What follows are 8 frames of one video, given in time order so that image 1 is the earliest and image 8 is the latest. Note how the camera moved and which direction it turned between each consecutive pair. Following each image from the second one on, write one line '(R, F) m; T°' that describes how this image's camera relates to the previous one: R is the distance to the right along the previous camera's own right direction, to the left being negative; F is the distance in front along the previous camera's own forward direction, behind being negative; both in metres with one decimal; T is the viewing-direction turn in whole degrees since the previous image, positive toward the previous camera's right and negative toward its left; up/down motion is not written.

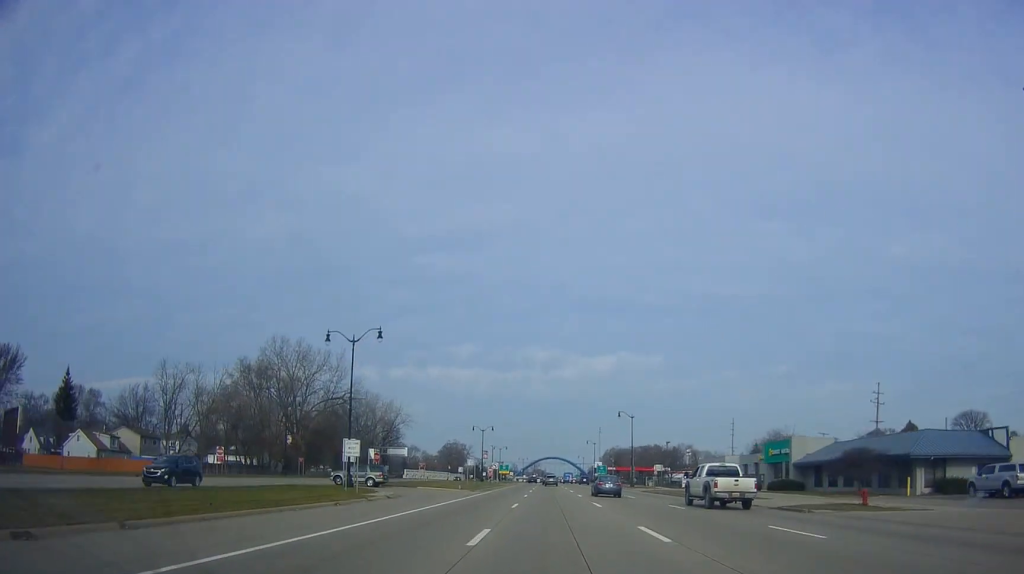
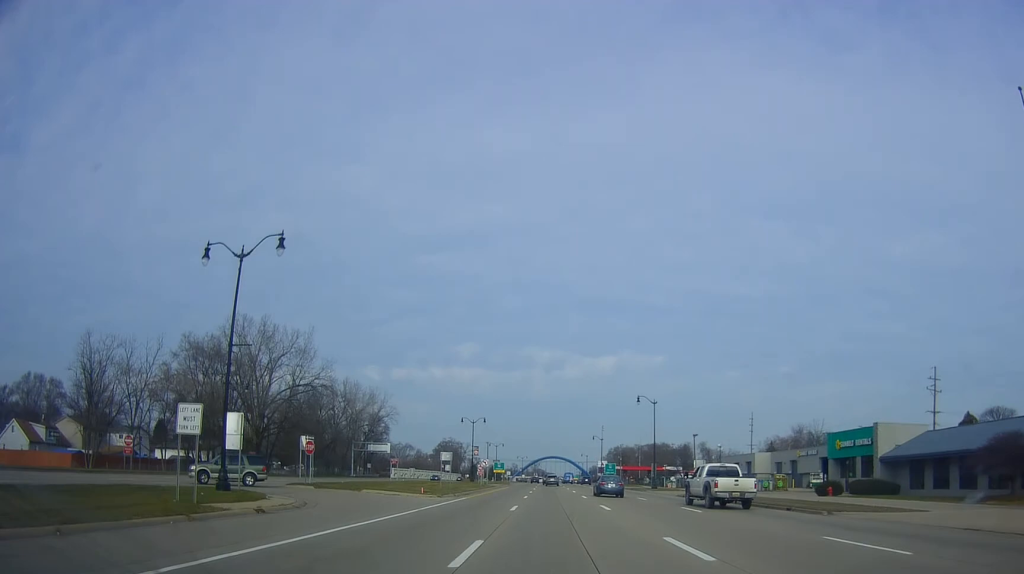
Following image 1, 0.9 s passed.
(0.0, +18.6) m; 0°
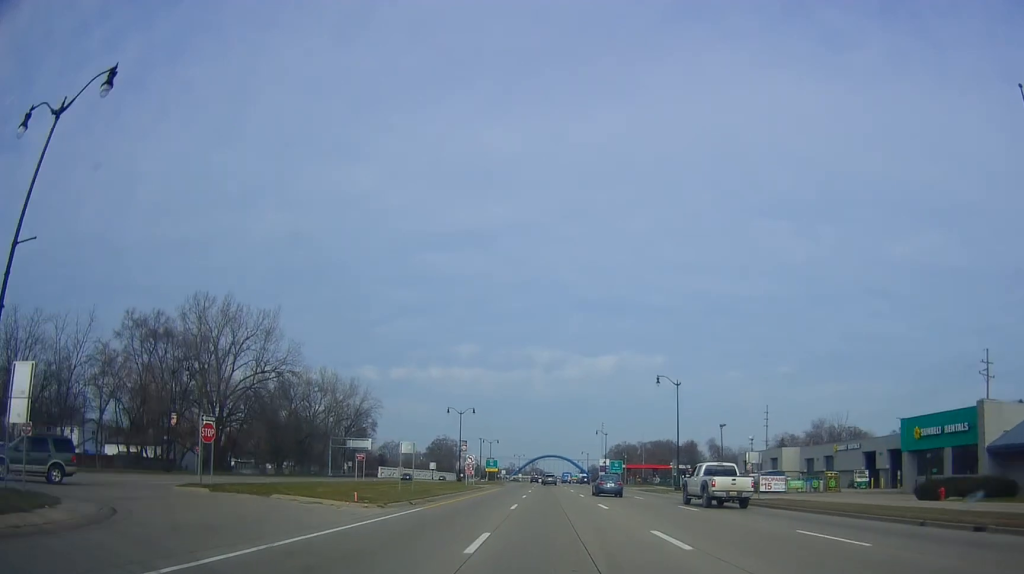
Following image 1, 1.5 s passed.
(-0.2, +14.2) m; +1°
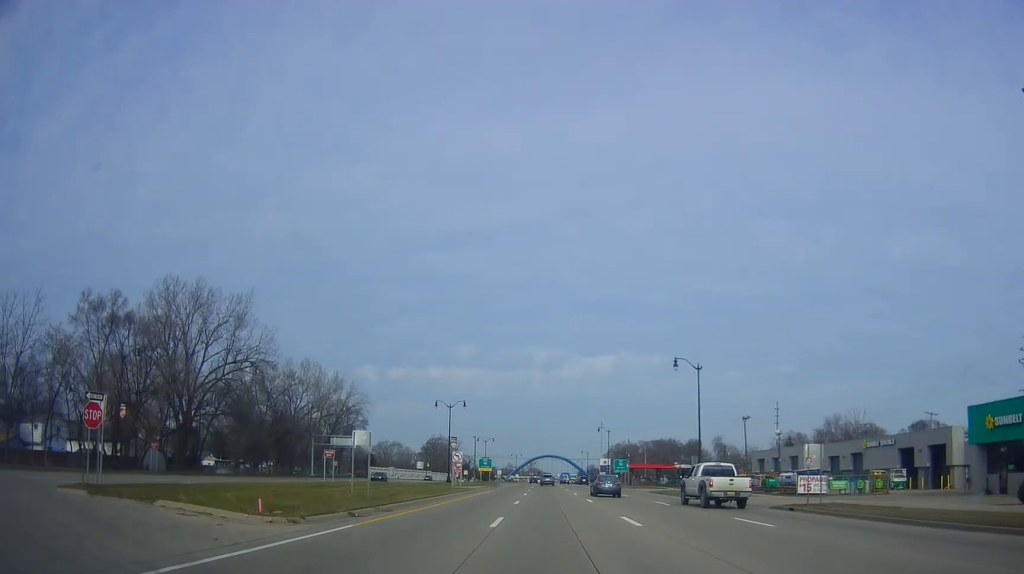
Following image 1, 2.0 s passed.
(+0.3, +9.2) m; 0°
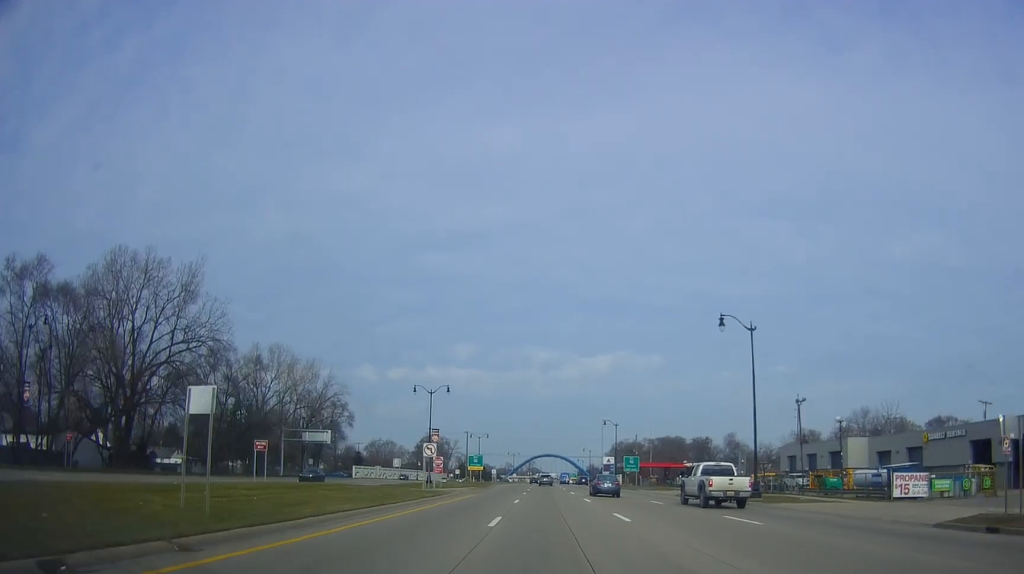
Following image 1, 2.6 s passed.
(+0.2, +14.1) m; 0°
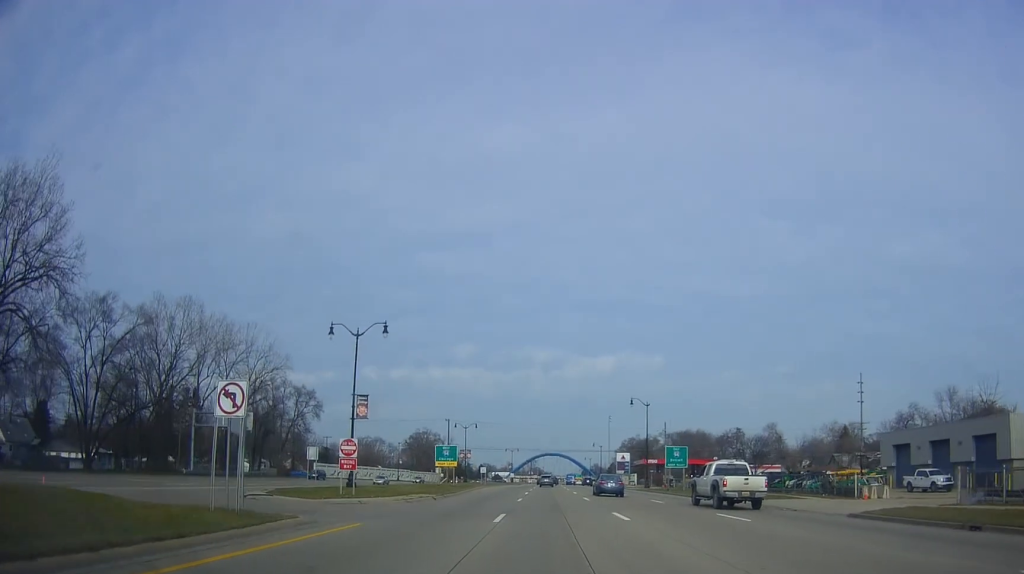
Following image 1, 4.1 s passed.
(-0.5, +30.0) m; +1°
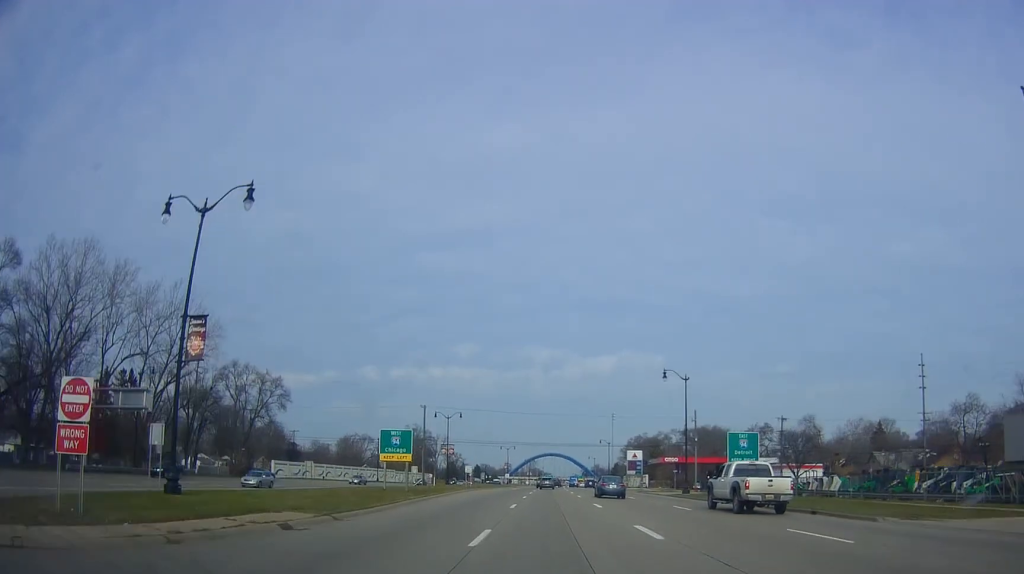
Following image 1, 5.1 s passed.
(+0.4, +21.7) m; 0°
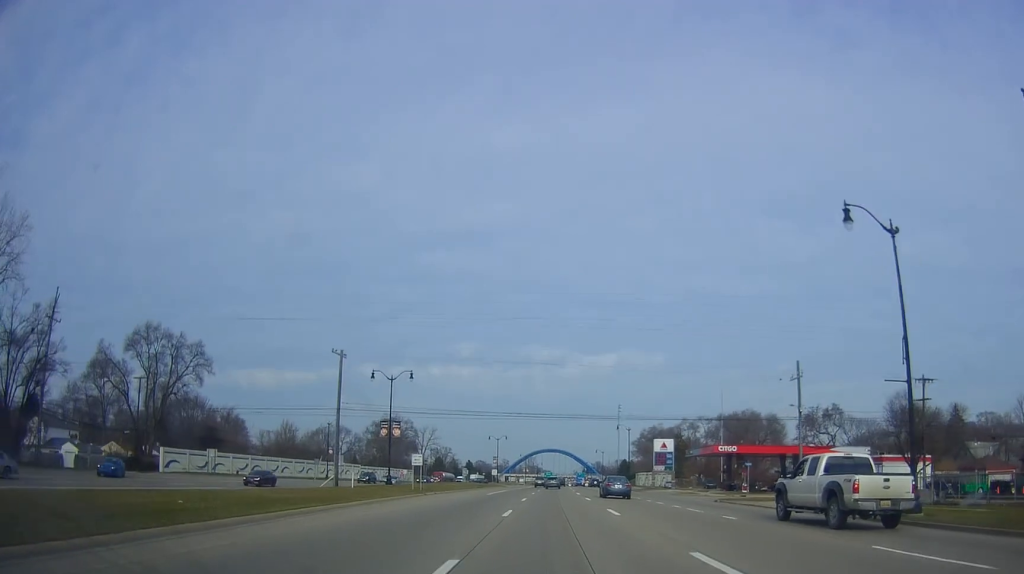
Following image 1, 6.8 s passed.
(-0.8, +36.2) m; -1°
